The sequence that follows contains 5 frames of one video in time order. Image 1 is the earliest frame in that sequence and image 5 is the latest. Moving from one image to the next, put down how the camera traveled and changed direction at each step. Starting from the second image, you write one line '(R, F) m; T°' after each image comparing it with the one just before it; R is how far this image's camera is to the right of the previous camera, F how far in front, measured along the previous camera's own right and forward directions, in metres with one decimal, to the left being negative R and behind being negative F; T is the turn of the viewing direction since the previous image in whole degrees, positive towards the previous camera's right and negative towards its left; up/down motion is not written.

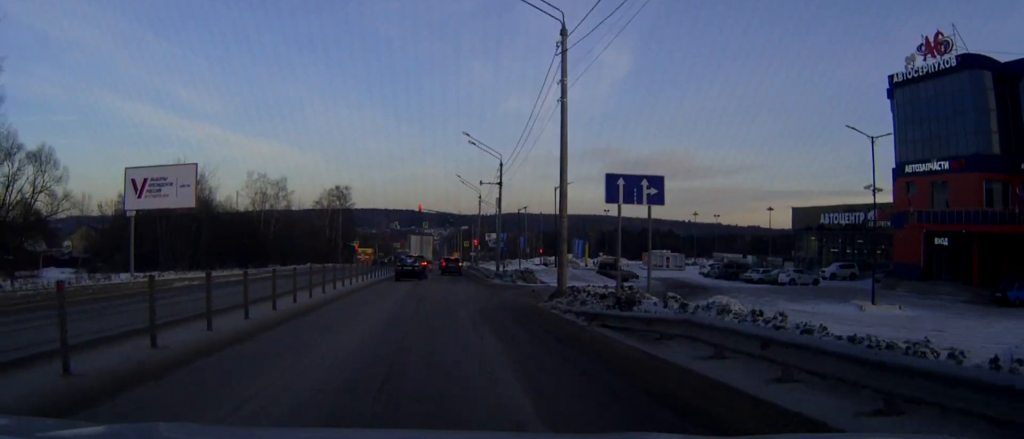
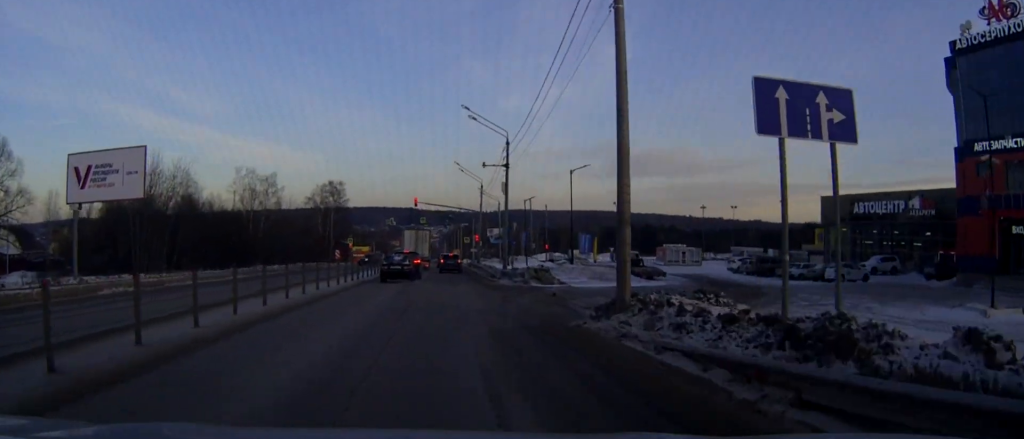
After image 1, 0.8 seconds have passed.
(0.0, +8.8) m; 0°
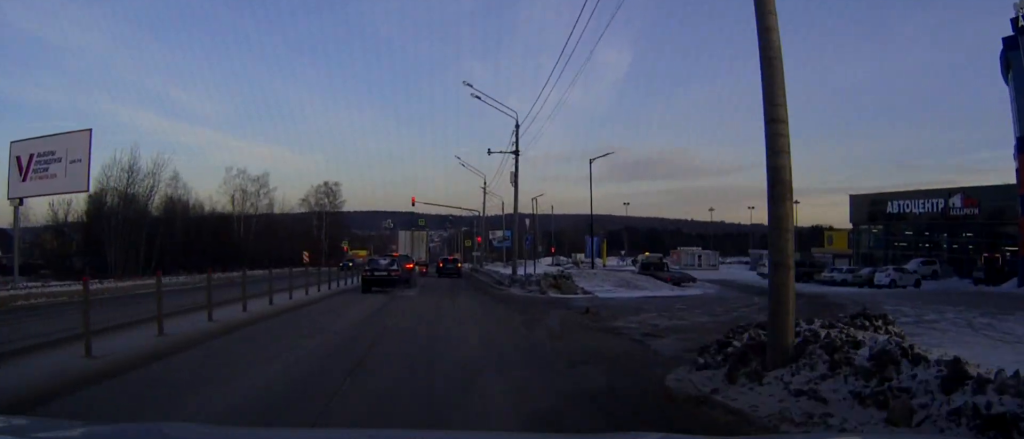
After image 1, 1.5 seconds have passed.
(0.0, +7.3) m; 0°
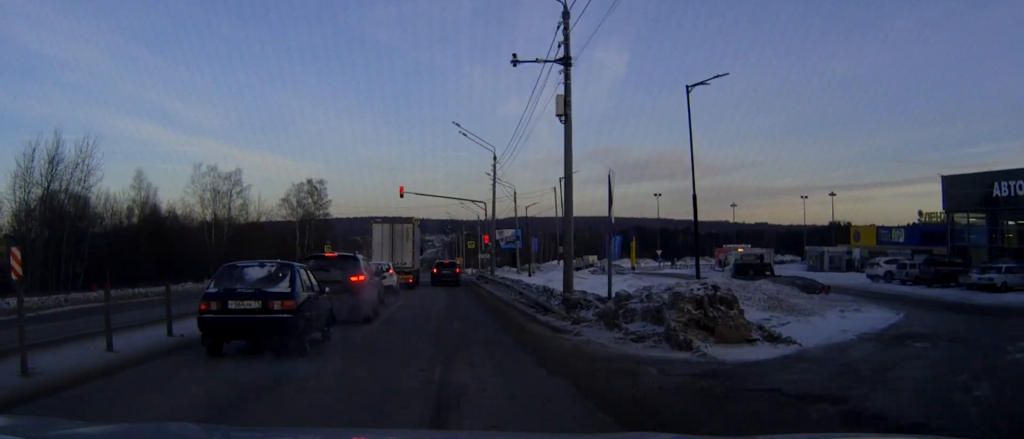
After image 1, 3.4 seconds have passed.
(+0.1, +18.4) m; 0°
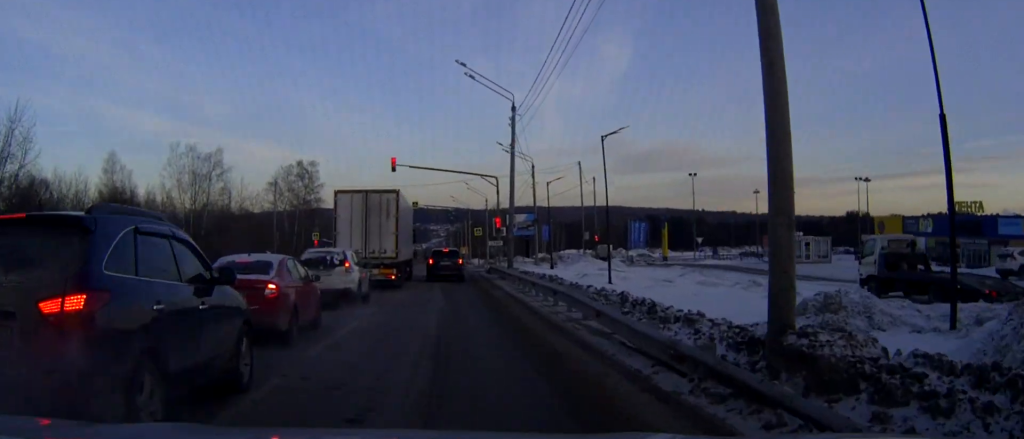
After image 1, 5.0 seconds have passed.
(-0.1, +13.0) m; -1°
